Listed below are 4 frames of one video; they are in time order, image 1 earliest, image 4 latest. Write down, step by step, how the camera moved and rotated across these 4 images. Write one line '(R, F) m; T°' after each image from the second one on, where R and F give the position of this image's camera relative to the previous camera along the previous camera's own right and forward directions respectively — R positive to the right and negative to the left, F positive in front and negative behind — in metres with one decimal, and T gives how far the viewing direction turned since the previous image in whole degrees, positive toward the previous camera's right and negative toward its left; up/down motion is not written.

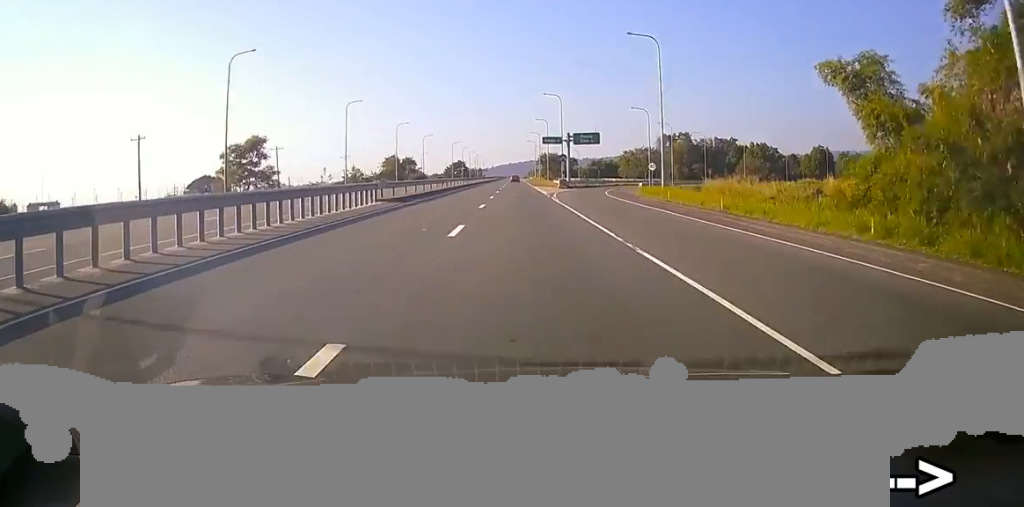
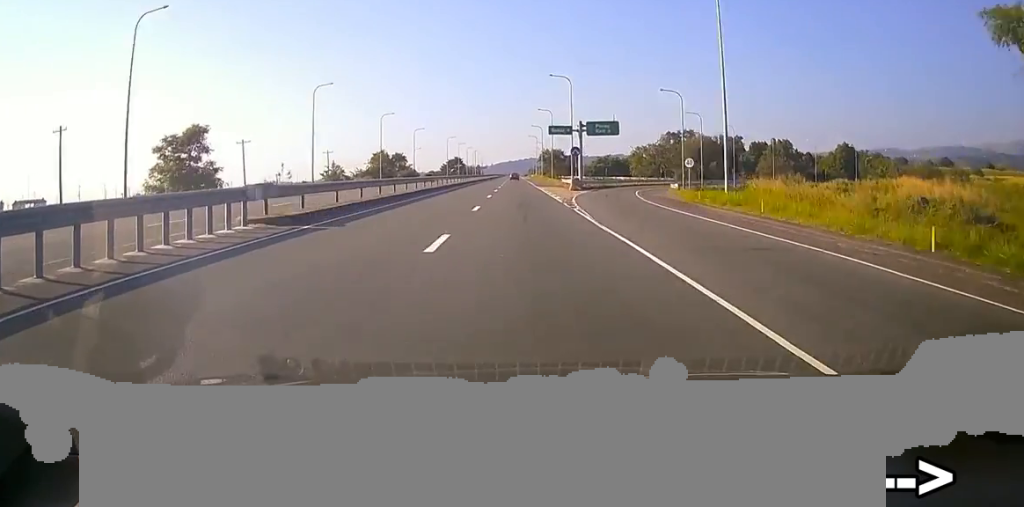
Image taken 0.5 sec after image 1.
(0.0, +15.4) m; -1°
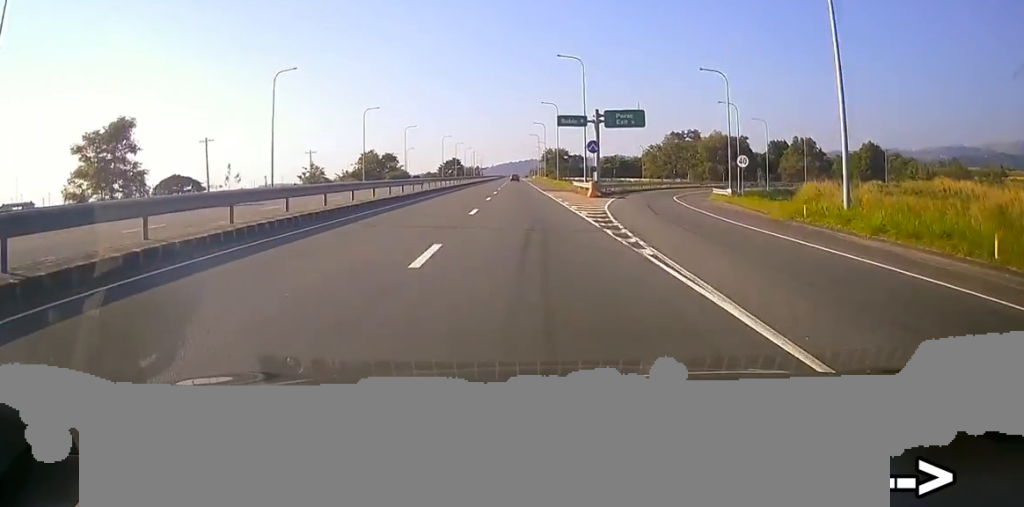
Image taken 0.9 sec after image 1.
(+0.1, +13.6) m; -1°
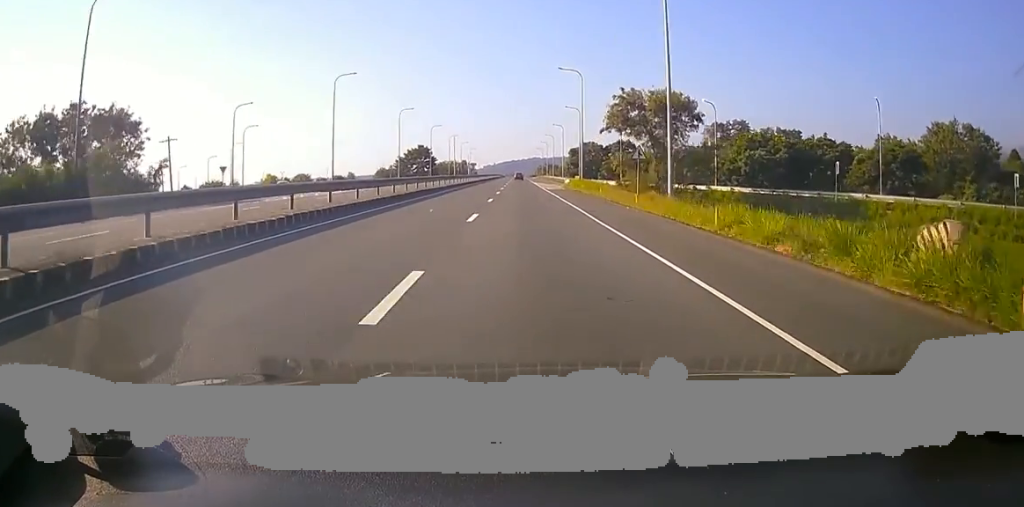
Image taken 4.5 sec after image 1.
(-1.1, +113.1) m; -1°
